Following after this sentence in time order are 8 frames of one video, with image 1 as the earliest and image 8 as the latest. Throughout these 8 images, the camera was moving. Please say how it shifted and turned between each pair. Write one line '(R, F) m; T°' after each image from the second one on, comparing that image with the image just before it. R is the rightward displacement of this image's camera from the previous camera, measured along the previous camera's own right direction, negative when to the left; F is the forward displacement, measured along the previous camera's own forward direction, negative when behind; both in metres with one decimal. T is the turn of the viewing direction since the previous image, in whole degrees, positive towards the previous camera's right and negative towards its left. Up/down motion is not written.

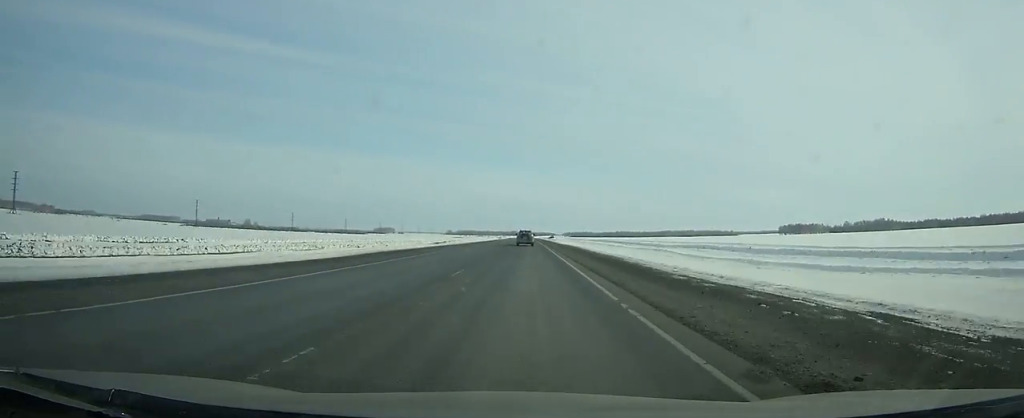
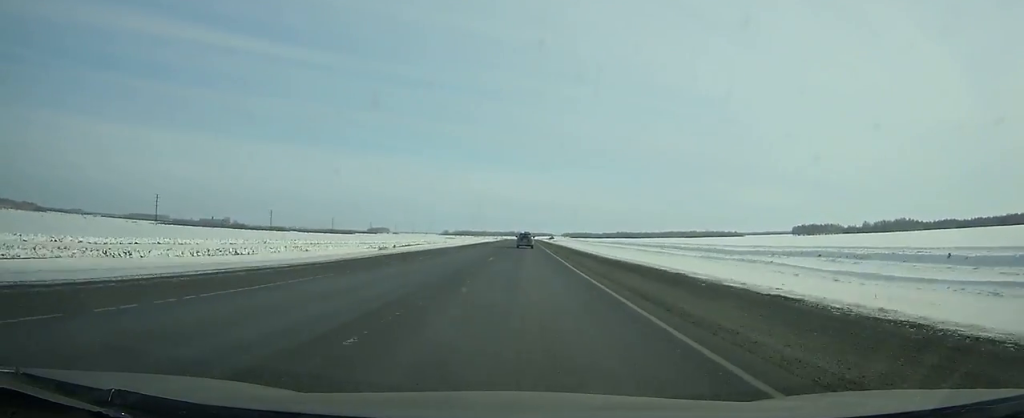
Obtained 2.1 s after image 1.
(-0.1, +58.2) m; 0°
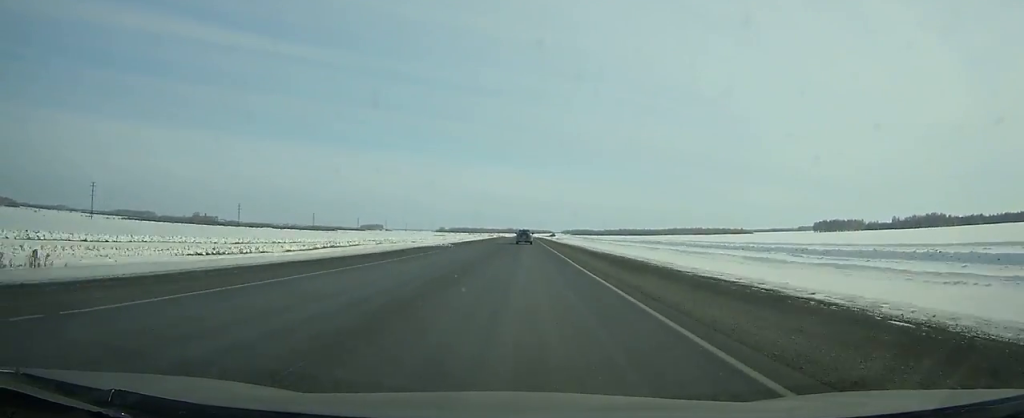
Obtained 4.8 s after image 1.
(+0.1, +75.3) m; 0°
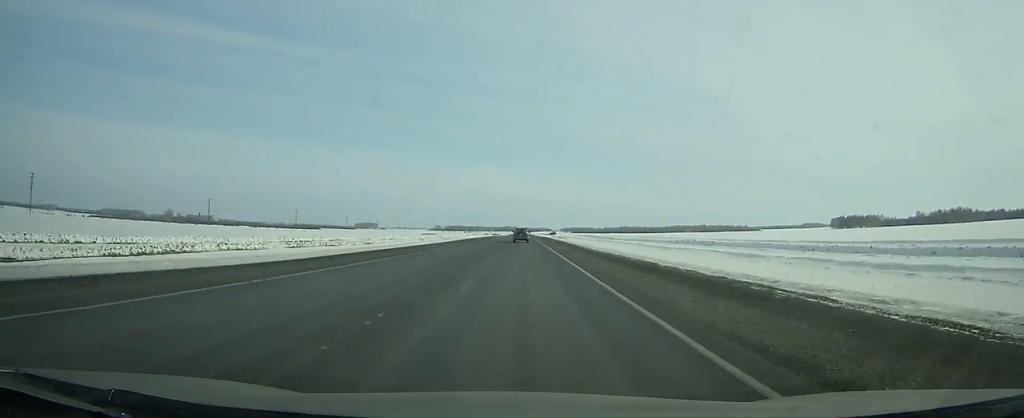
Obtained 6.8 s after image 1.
(0.0, +56.0) m; 0°
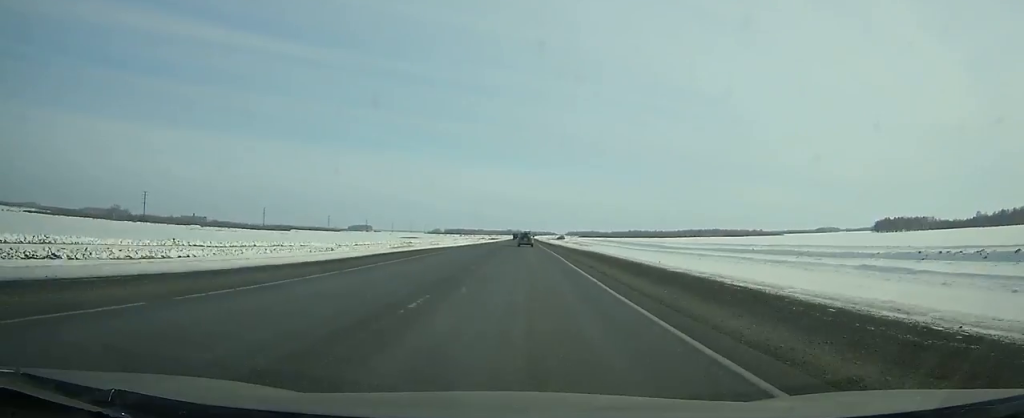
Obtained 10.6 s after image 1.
(0.0, +106.7) m; 0°
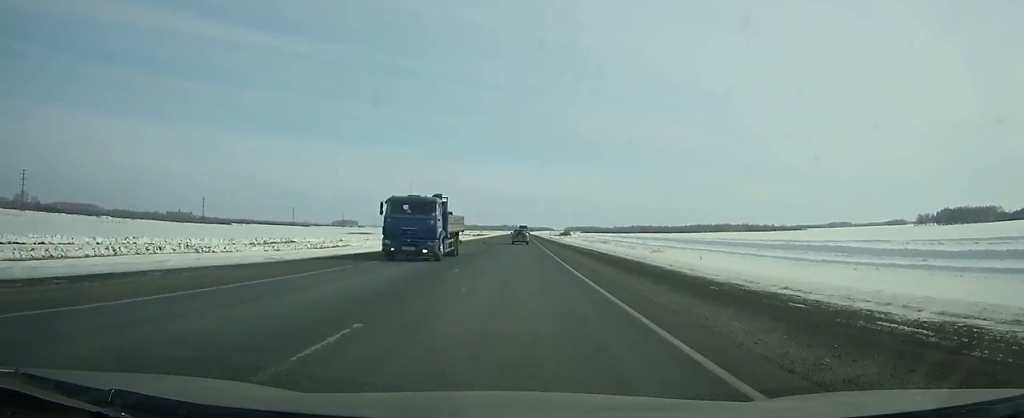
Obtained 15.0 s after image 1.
(+0.1, +123.0) m; 0°
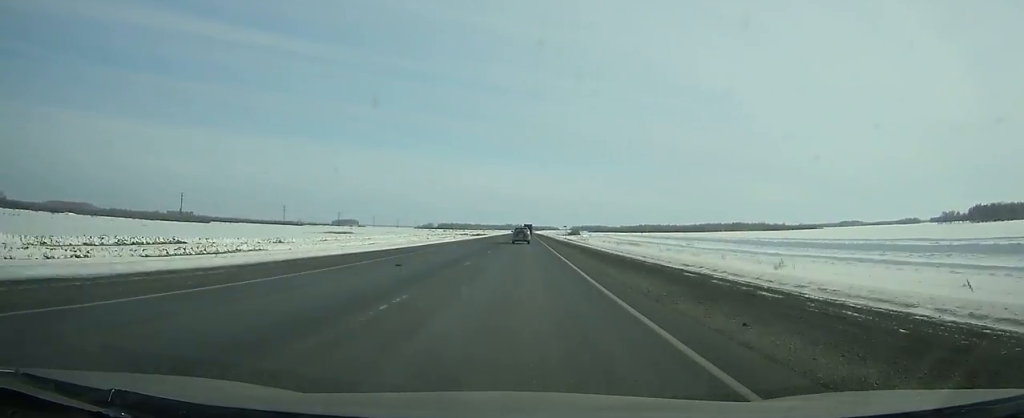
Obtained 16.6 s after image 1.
(0.0, +44.1) m; 0°
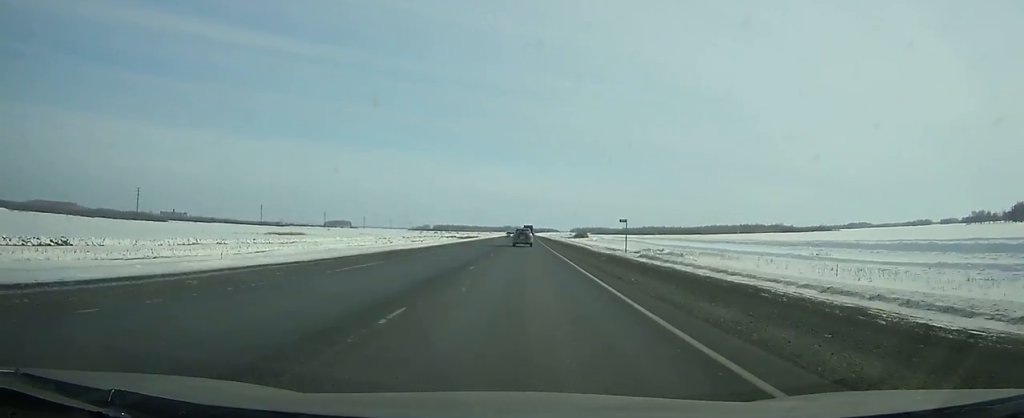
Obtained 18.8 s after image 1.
(-0.1, +59.7) m; 0°
